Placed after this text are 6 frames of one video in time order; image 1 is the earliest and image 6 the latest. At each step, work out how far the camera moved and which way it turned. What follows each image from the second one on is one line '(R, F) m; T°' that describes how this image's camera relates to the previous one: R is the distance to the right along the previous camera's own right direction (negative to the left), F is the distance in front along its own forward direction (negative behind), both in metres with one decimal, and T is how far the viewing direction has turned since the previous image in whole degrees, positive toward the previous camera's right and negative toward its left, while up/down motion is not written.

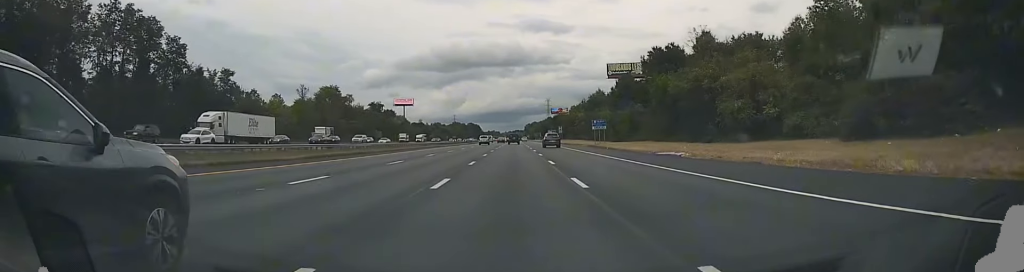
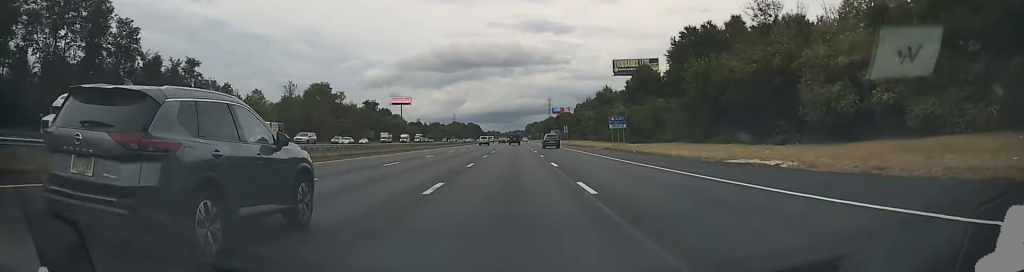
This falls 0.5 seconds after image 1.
(0.0, +12.9) m; 0°
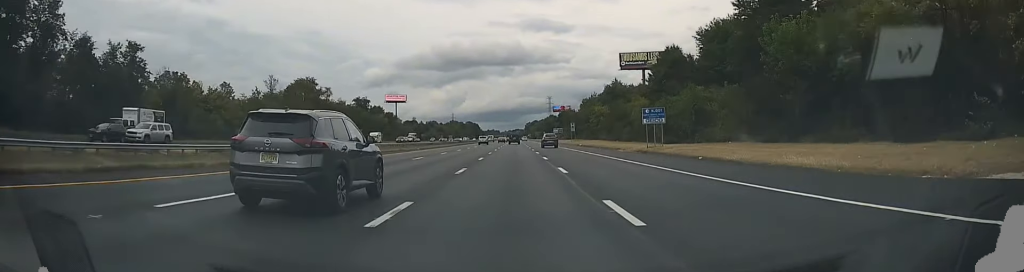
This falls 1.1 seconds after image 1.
(0.0, +17.4) m; 0°
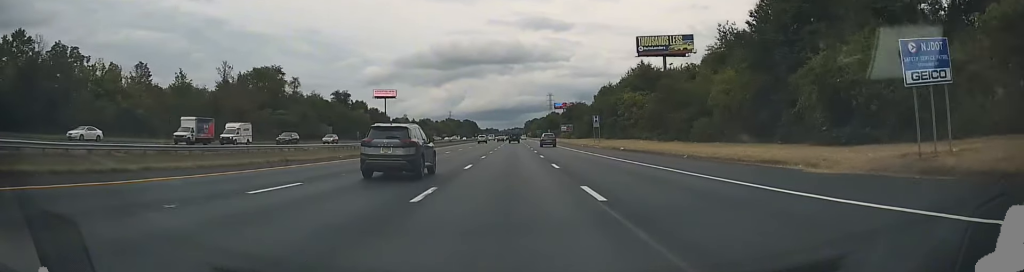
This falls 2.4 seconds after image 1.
(-0.1, +33.2) m; 0°
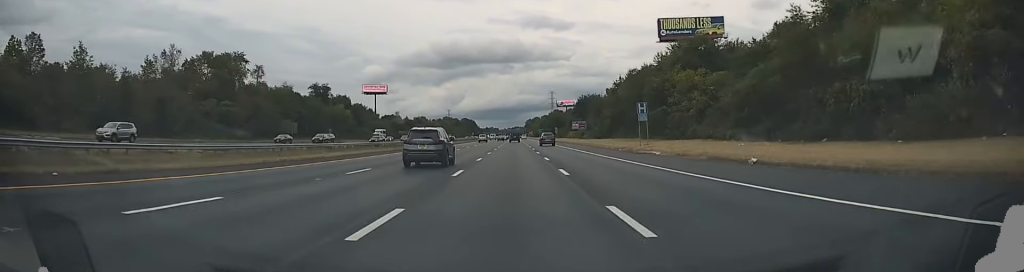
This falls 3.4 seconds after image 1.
(-0.1, +28.8) m; 0°
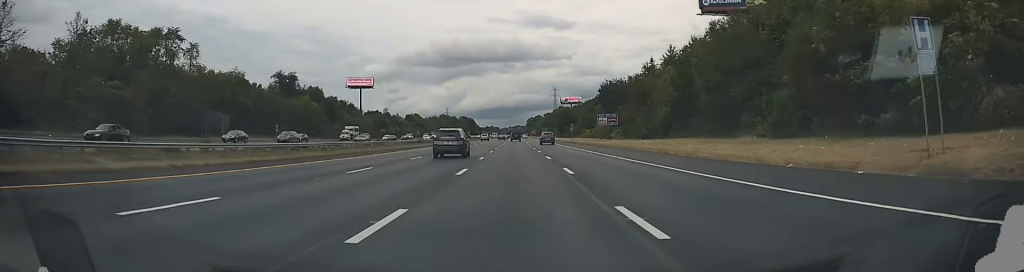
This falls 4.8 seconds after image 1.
(+0.5, +36.9) m; +1°
